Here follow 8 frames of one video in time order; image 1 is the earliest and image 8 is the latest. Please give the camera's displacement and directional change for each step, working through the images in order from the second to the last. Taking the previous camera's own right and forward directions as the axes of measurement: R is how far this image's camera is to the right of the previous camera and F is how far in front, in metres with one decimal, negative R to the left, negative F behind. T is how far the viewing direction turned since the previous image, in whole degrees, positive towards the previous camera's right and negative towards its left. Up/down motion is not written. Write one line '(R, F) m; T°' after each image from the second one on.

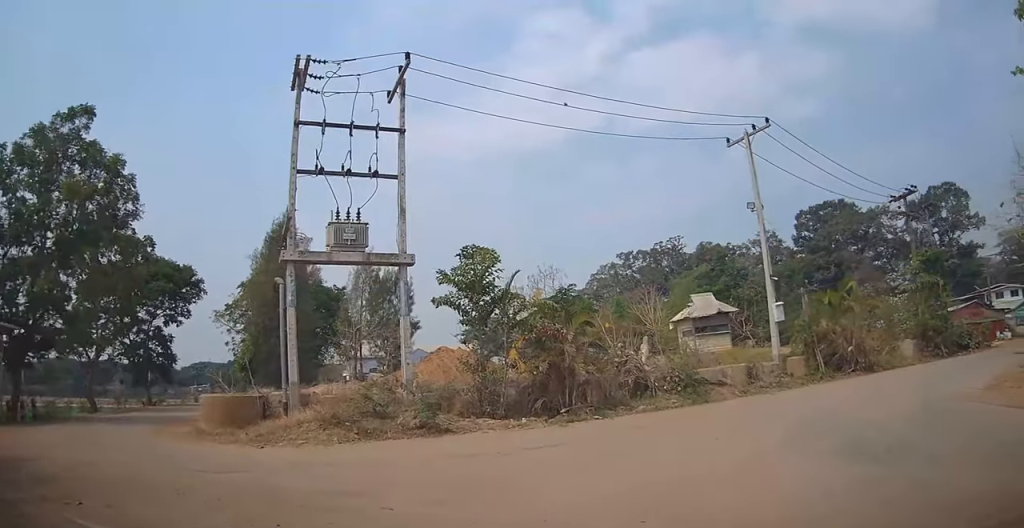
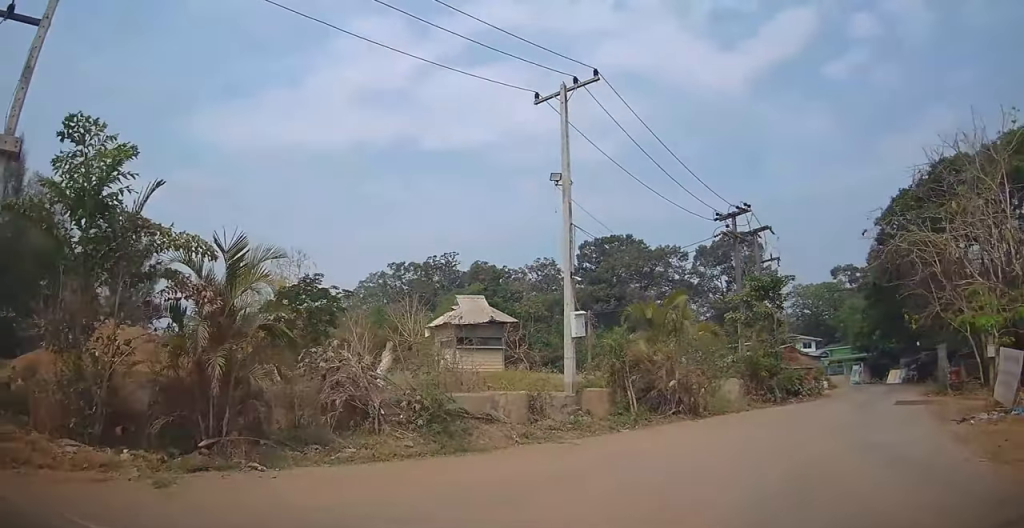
(+0.5, +6.6) m; +15°
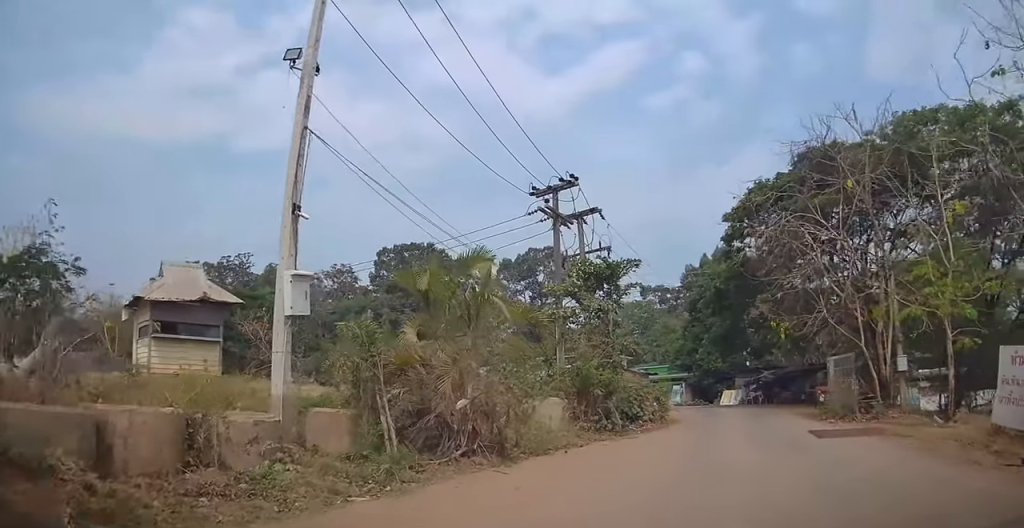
(+1.3, +7.0) m; +18°
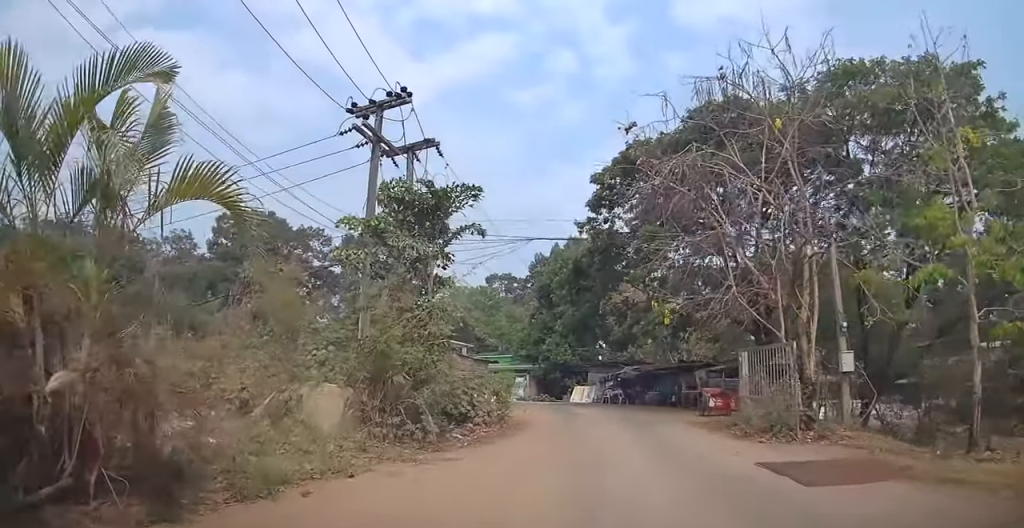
(+0.5, +5.5) m; +11°
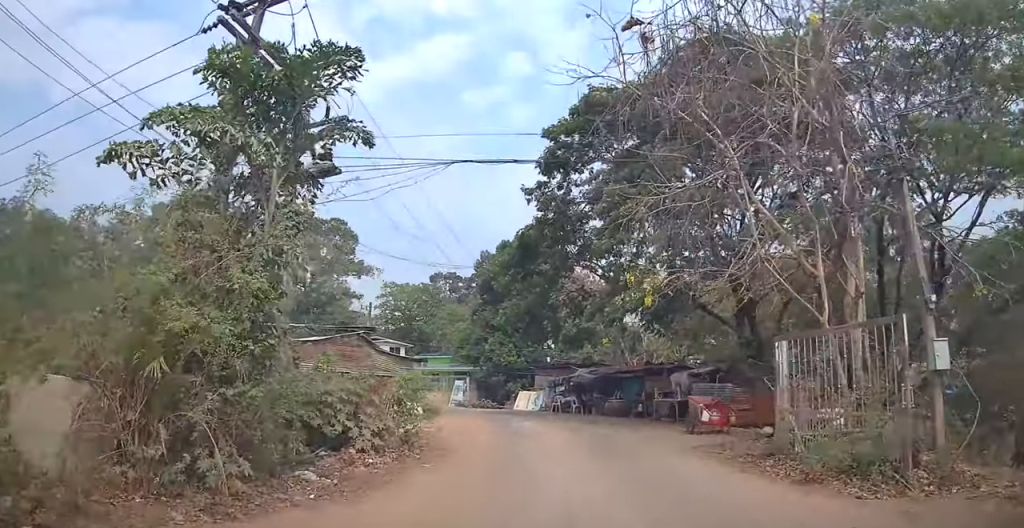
(+0.4, +4.5) m; +8°
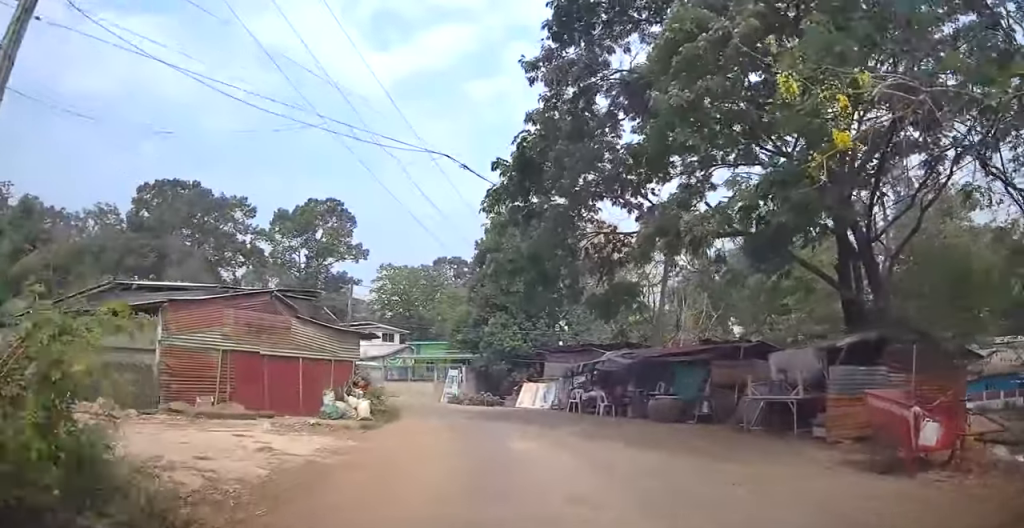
(+0.4, +7.1) m; +3°
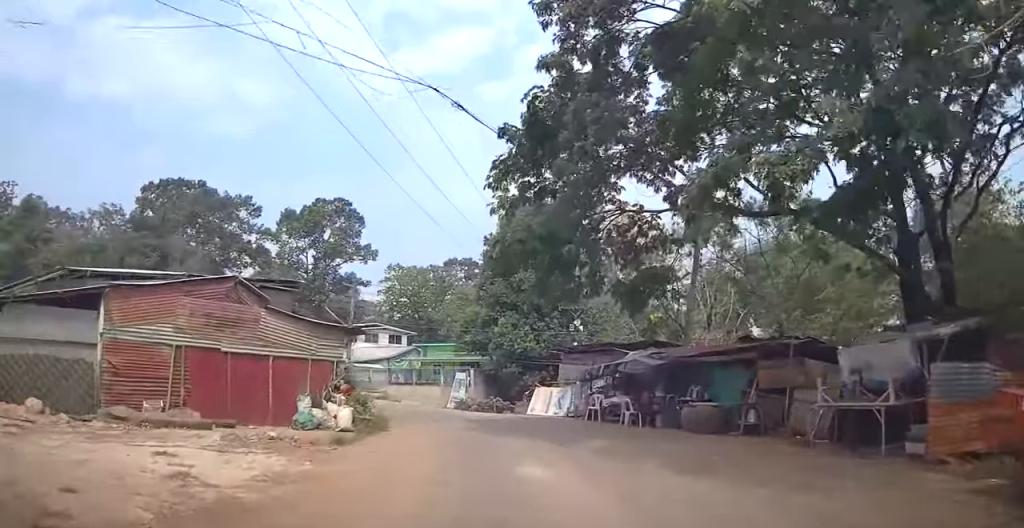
(0.0, +2.3) m; 0°
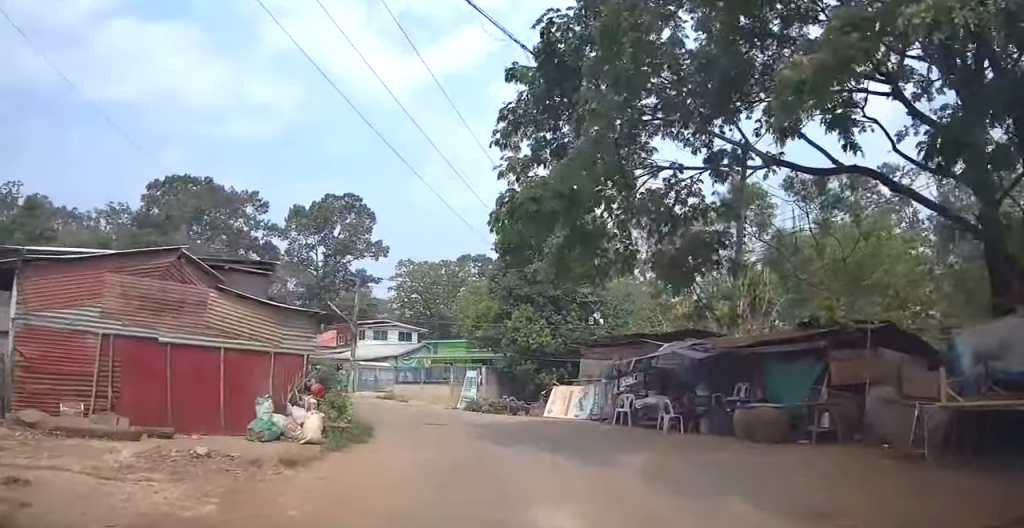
(0.0, +2.6) m; 0°
